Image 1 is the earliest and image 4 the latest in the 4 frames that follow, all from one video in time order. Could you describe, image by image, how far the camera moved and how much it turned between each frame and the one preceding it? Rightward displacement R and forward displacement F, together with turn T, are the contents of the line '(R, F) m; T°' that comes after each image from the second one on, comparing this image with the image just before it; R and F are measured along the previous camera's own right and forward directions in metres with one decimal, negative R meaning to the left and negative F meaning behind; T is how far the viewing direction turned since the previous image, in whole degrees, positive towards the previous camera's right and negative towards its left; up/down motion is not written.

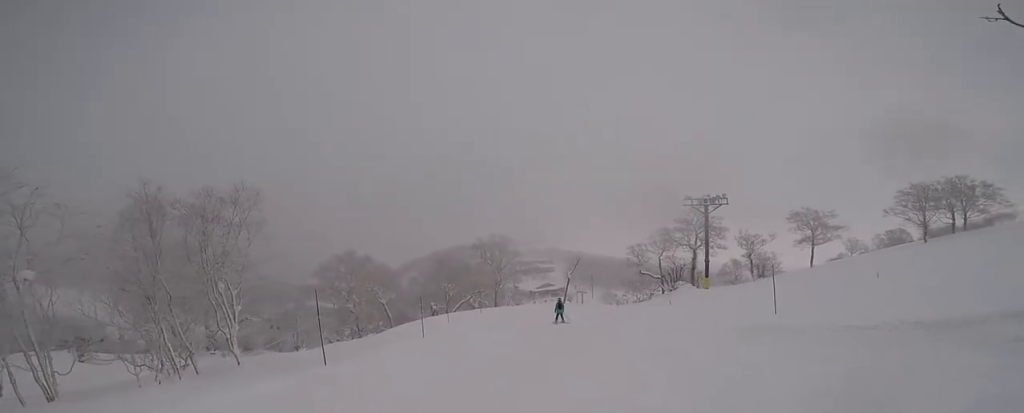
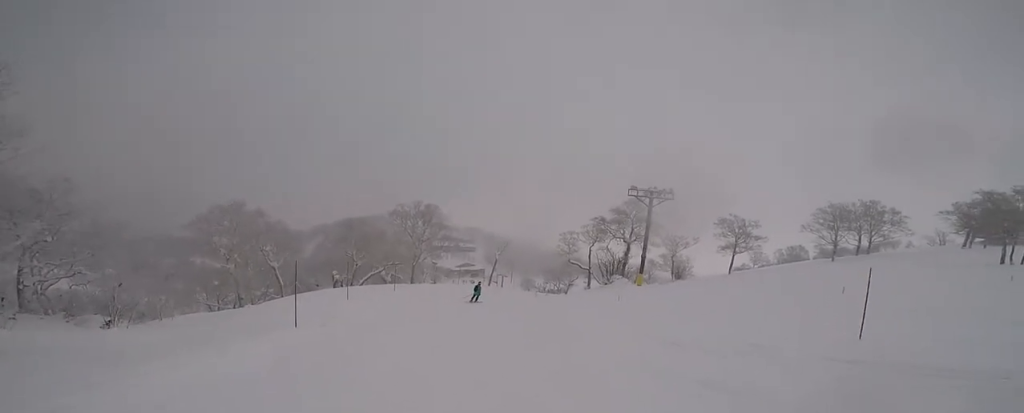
(-0.2, +6.0) m; +6°
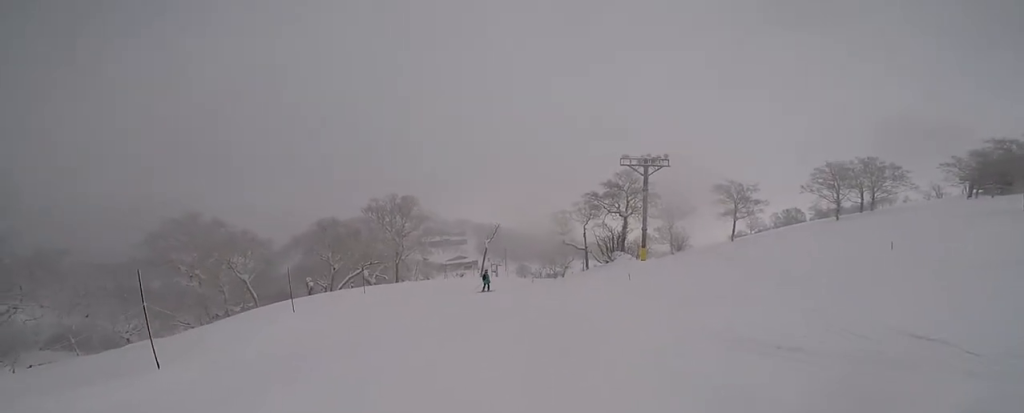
(+0.6, +4.3) m; +5°
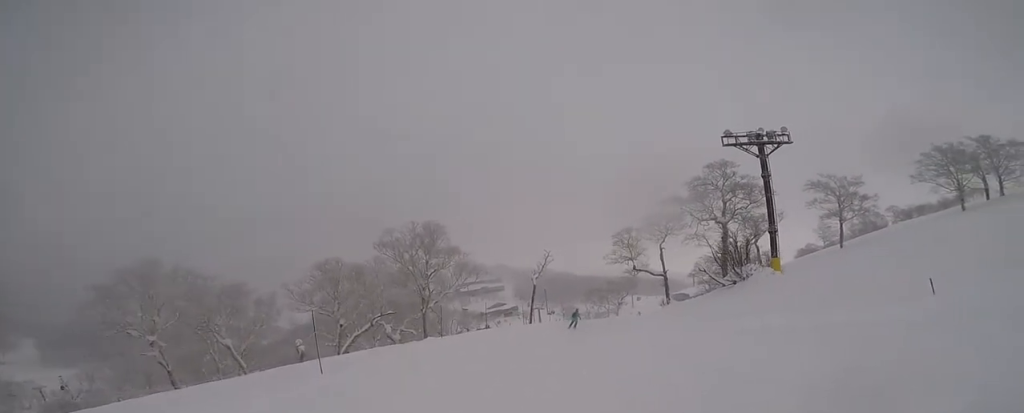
(-3.2, +12.7) m; -13°
